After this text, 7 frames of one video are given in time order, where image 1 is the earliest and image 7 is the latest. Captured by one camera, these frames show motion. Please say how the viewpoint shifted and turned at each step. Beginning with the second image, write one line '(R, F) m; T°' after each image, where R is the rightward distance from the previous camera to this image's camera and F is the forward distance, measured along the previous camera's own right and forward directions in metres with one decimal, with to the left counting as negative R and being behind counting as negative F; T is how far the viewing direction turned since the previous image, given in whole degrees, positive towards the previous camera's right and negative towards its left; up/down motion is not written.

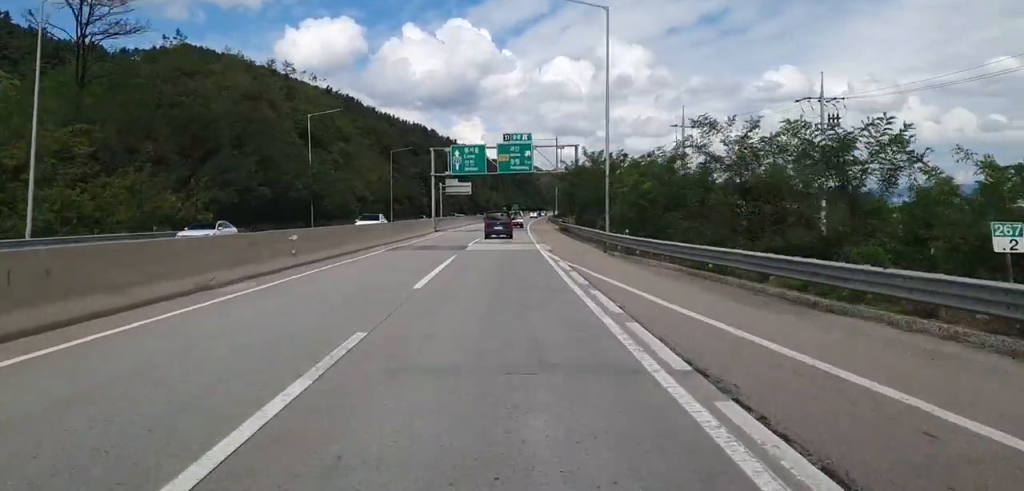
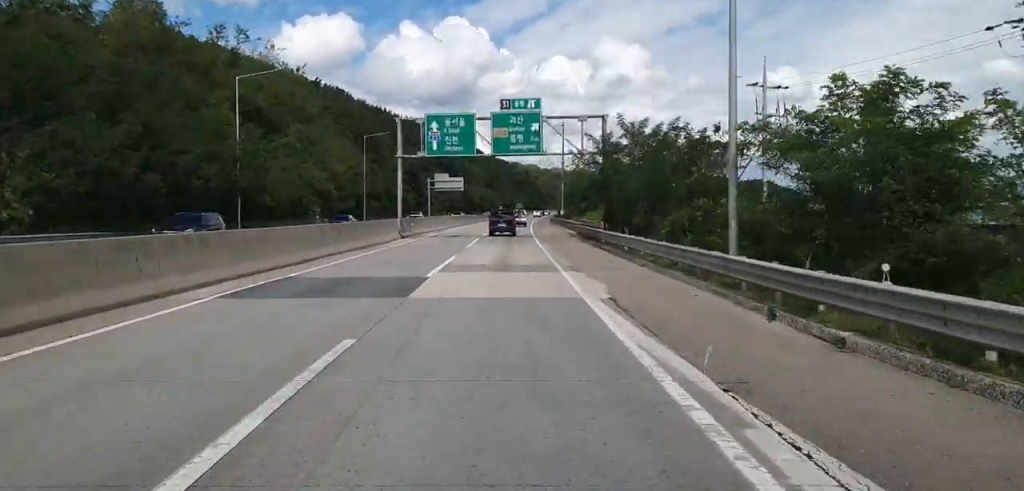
(+0.1, +21.3) m; +1°
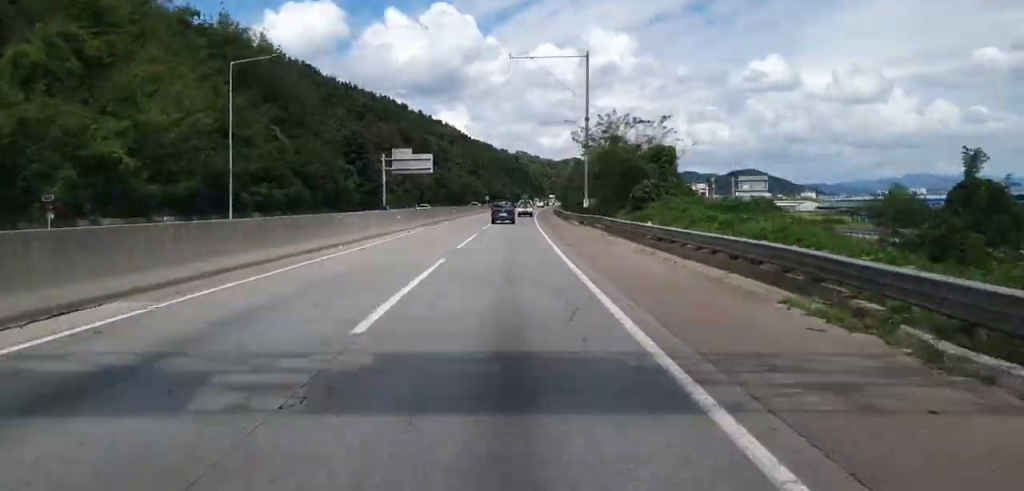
(+0.5, +47.2) m; +1°
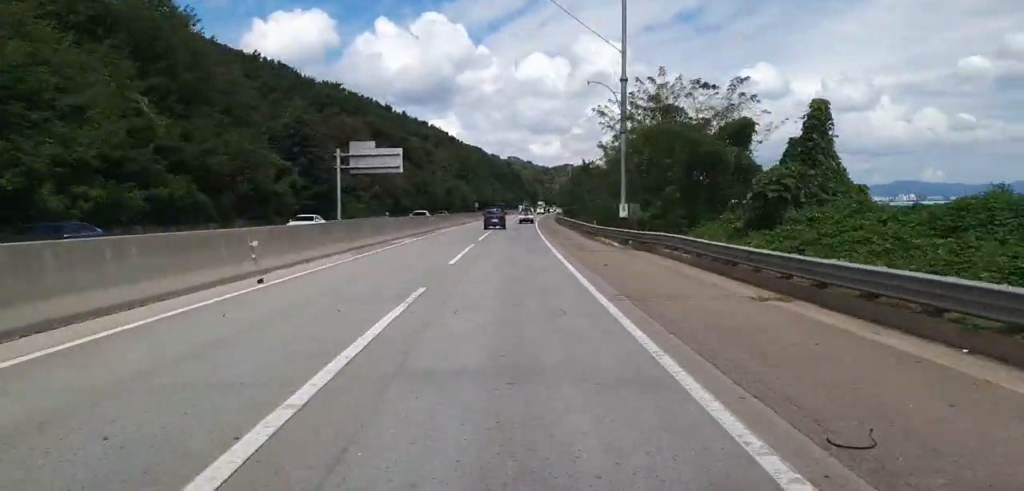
(-0.1, +25.9) m; +1°
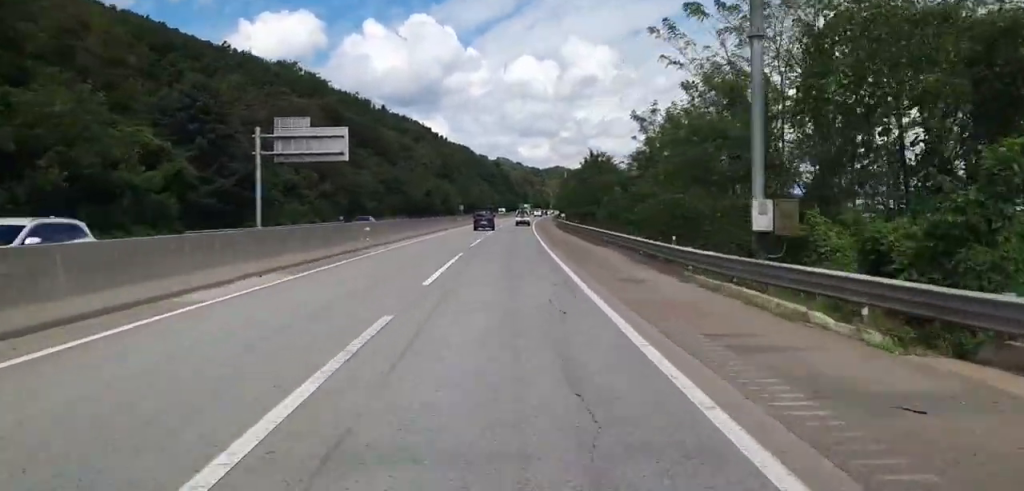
(+0.6, +25.1) m; +2°
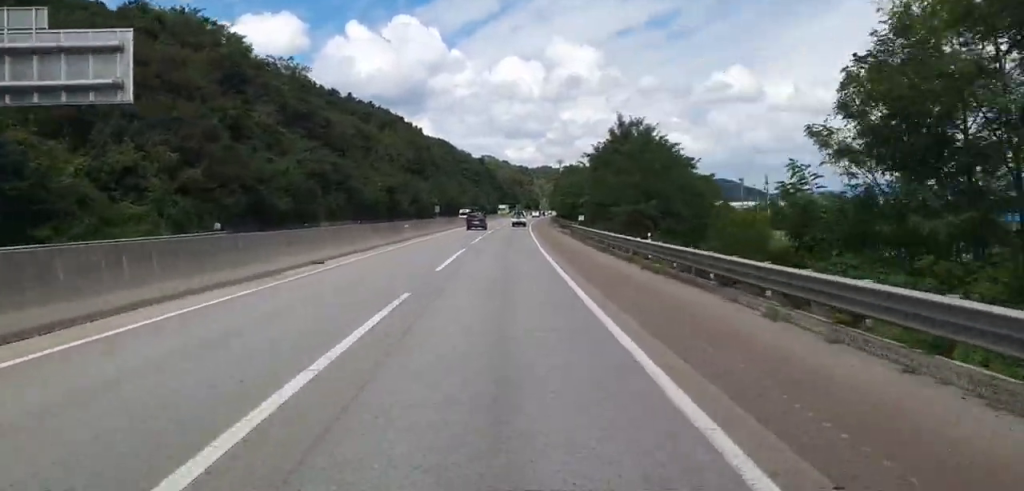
(0.0, +35.3) m; 0°
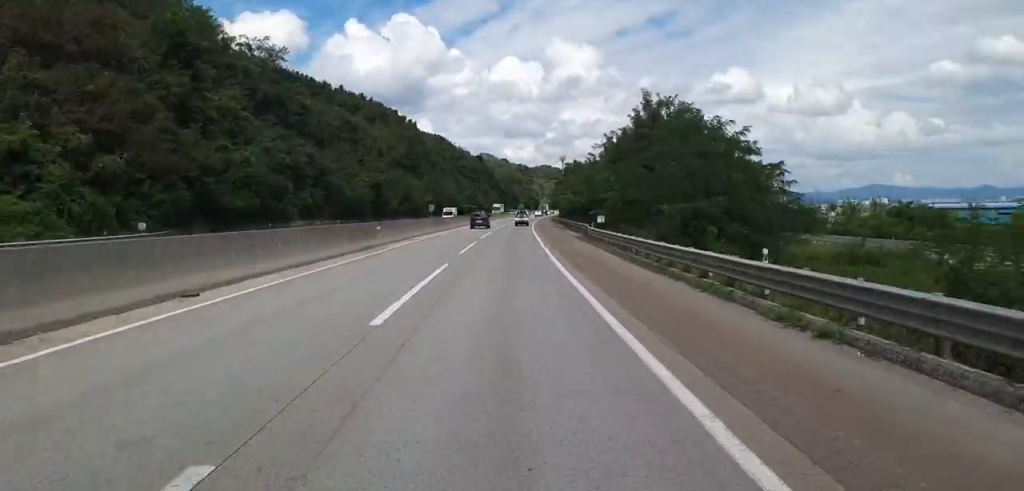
(0.0, +11.6) m; 0°
